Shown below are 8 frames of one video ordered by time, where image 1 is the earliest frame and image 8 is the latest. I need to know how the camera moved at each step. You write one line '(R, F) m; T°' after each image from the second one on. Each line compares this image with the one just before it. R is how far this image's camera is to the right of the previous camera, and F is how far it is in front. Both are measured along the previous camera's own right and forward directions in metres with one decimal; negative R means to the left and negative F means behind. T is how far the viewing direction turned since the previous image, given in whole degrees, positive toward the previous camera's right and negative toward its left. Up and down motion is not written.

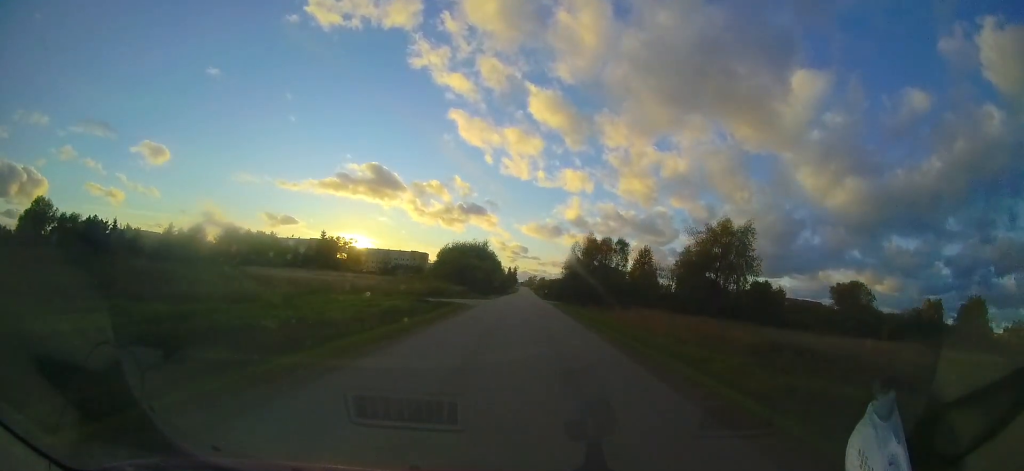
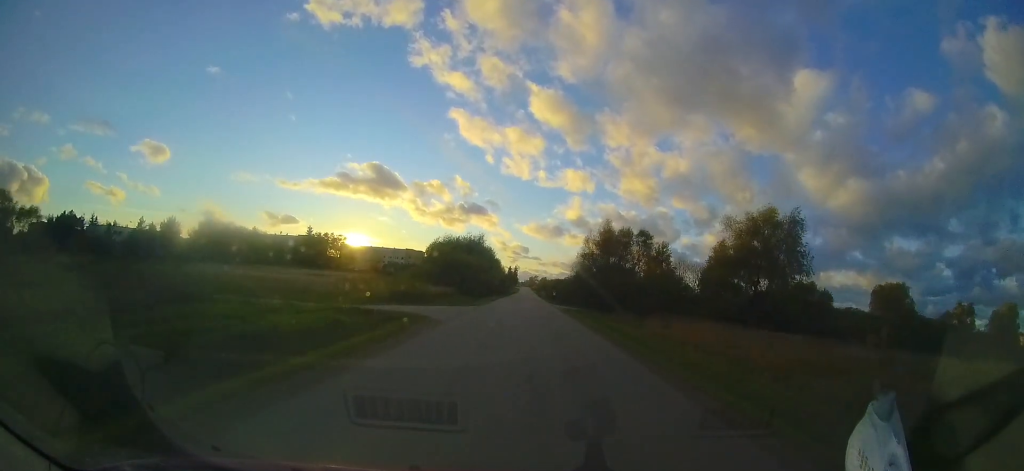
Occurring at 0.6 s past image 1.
(0.0, +10.1) m; 0°
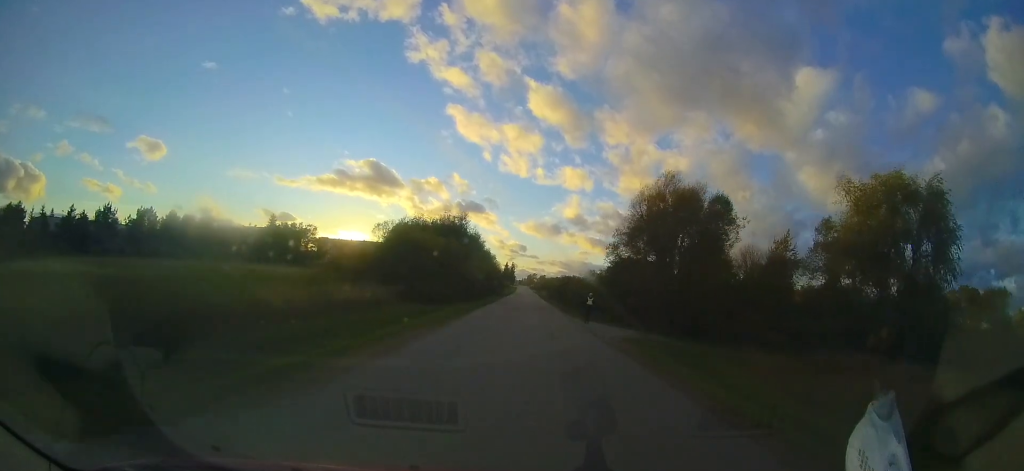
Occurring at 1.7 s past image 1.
(0.0, +19.6) m; 0°
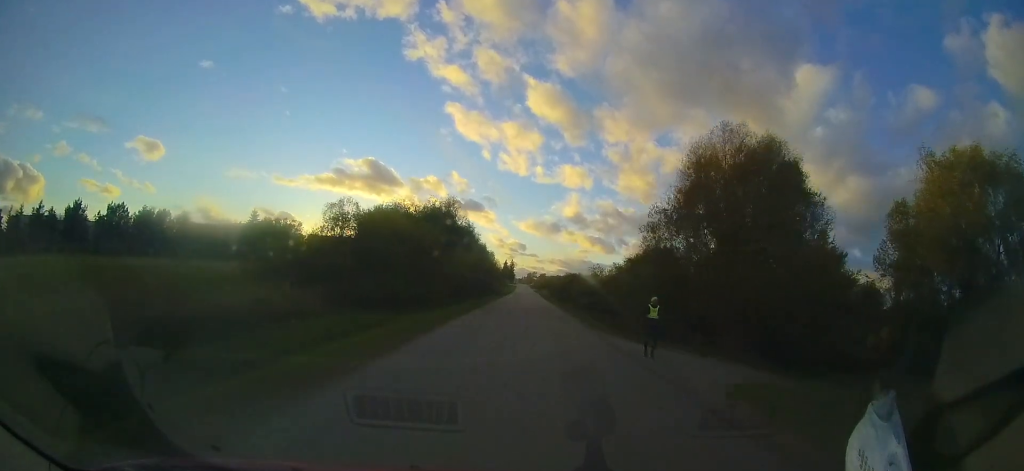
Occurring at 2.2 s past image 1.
(0.0, +8.6) m; 0°
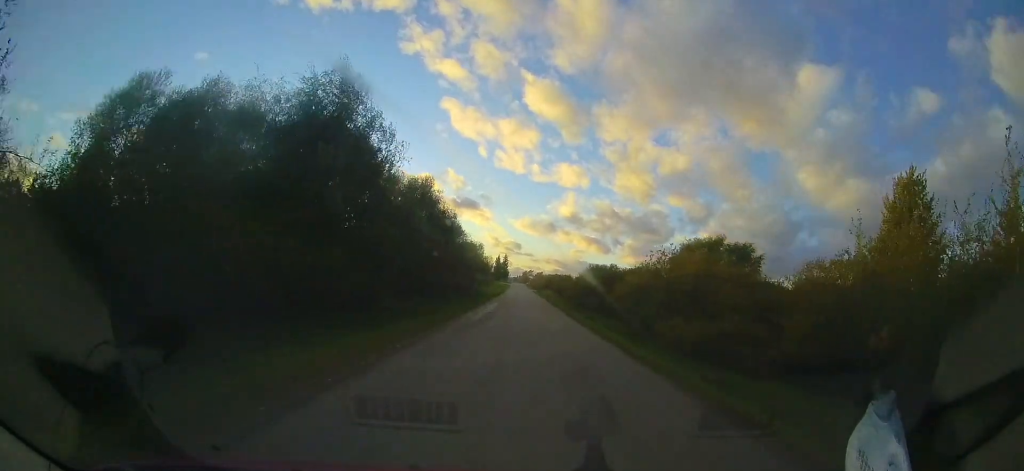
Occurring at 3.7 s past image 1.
(0.0, +27.0) m; 0°
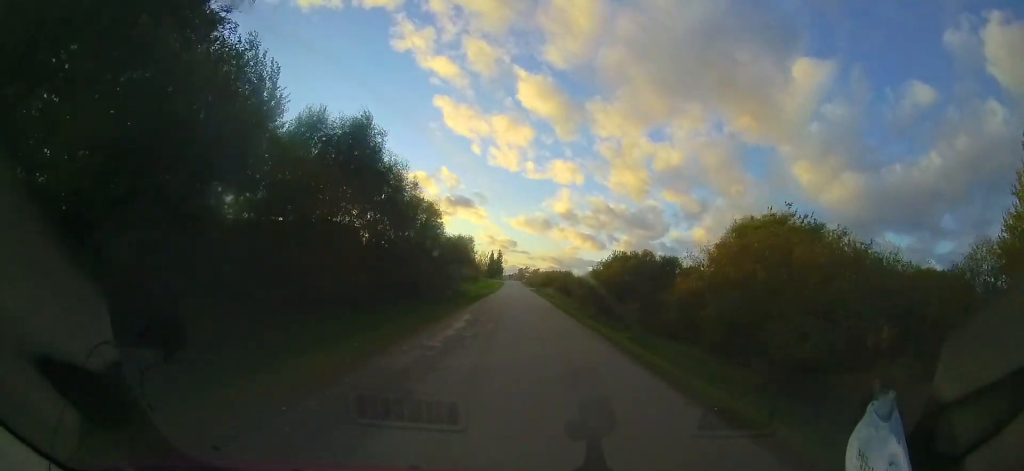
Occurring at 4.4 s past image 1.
(0.0, +12.7) m; 0°
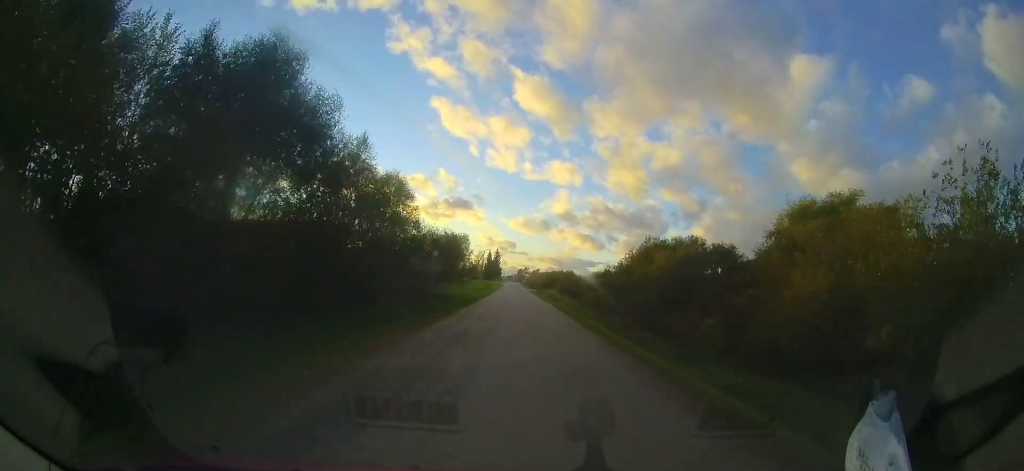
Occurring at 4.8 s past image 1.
(0.0, +8.2) m; 0°
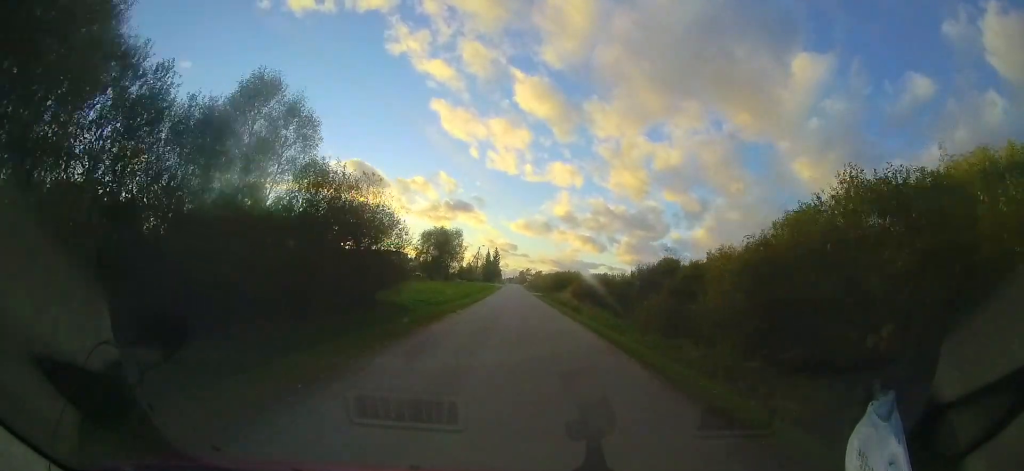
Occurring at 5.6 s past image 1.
(0.0, +14.4) m; 0°
